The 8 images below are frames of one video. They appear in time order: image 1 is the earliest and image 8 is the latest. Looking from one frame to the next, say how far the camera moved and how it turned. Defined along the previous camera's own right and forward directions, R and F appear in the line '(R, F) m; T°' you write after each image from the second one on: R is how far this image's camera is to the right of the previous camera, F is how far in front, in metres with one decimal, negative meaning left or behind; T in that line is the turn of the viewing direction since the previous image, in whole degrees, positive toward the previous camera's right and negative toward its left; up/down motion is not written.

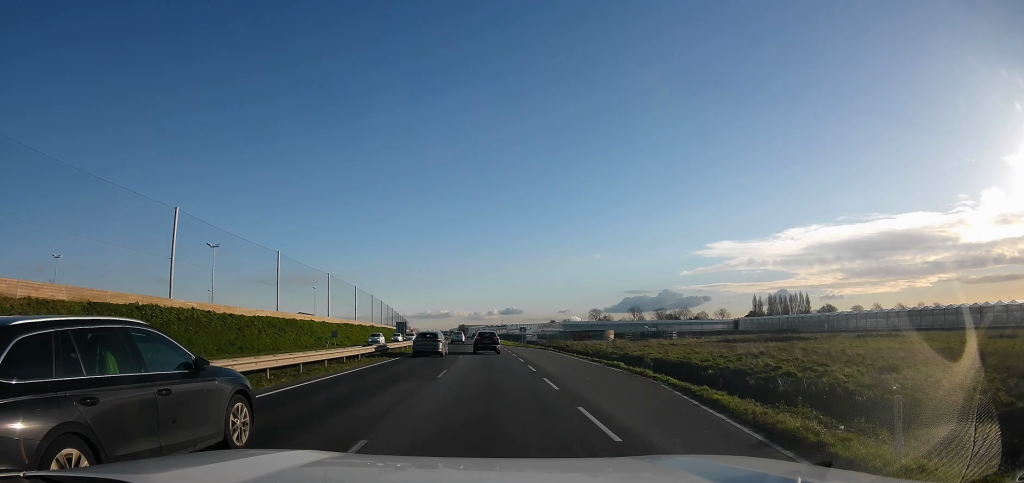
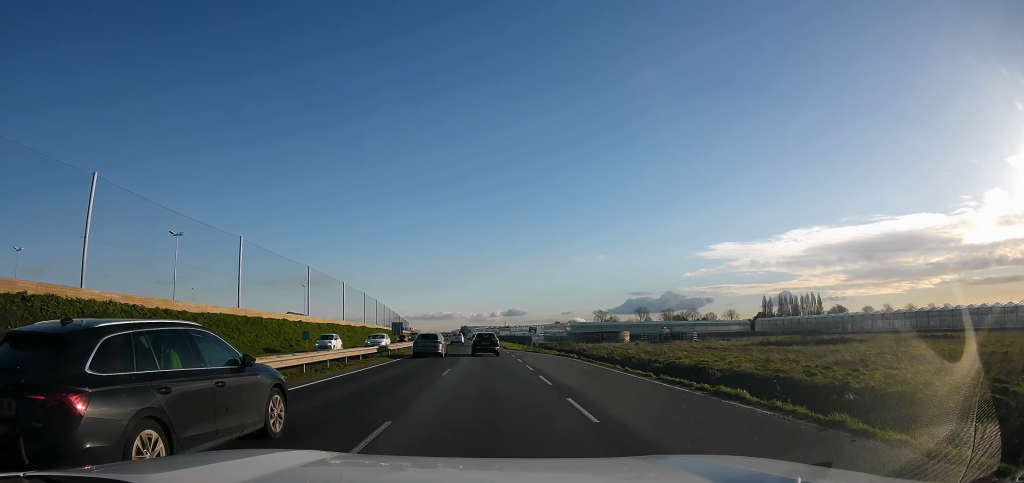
(0.0, +10.5) m; 0°
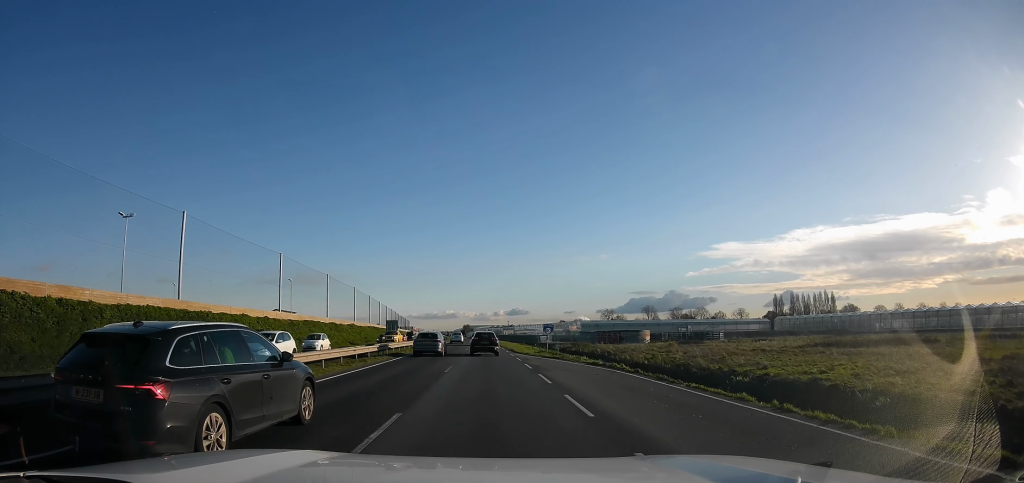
(0.0, +11.1) m; -1°
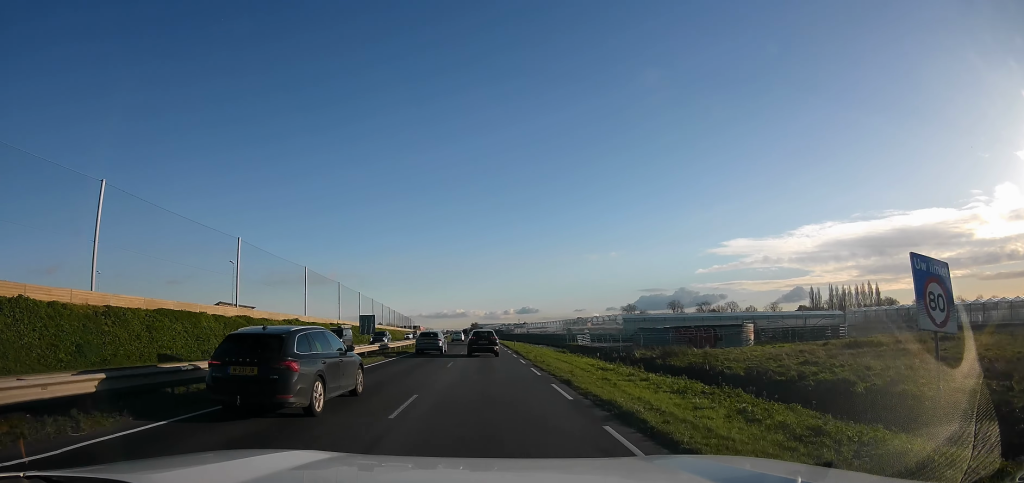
(-1.0, +33.2) m; -3°
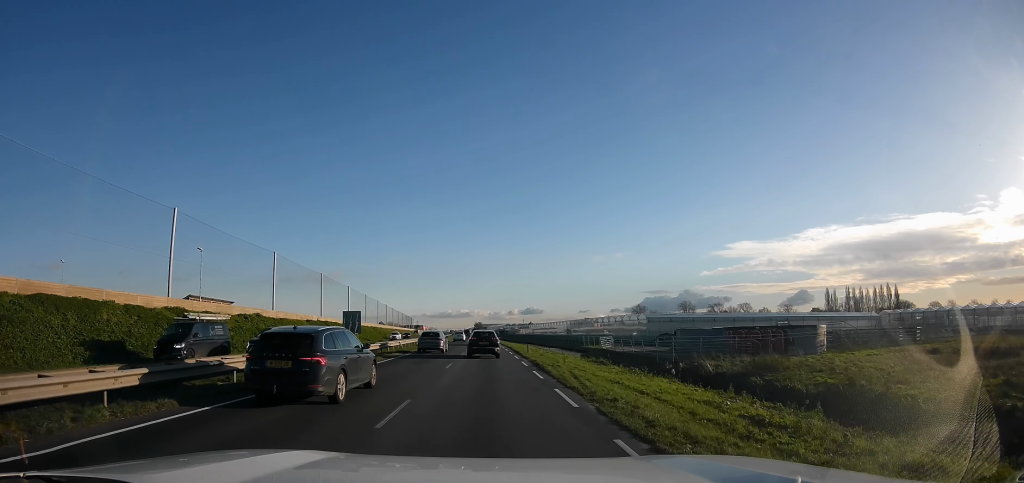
(0.0, +12.5) m; 0°
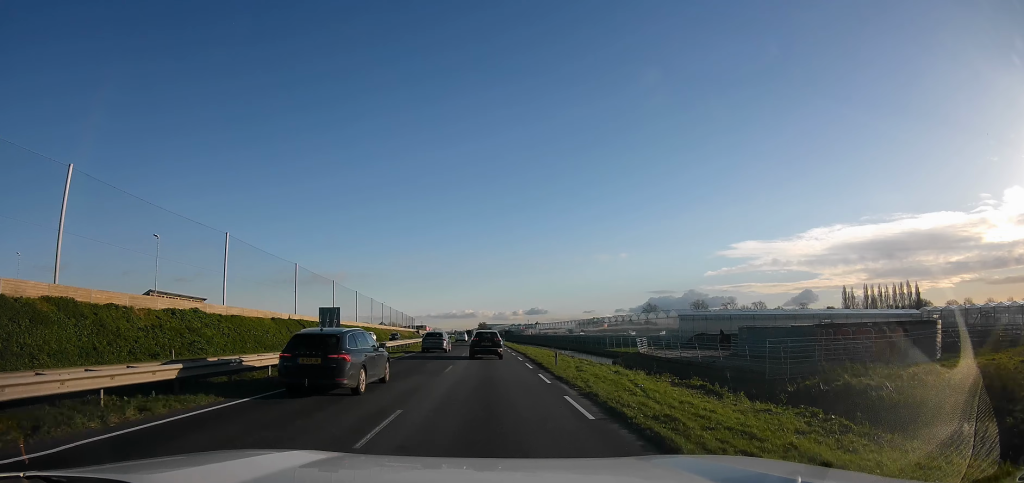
(0.0, +13.0) m; 0°
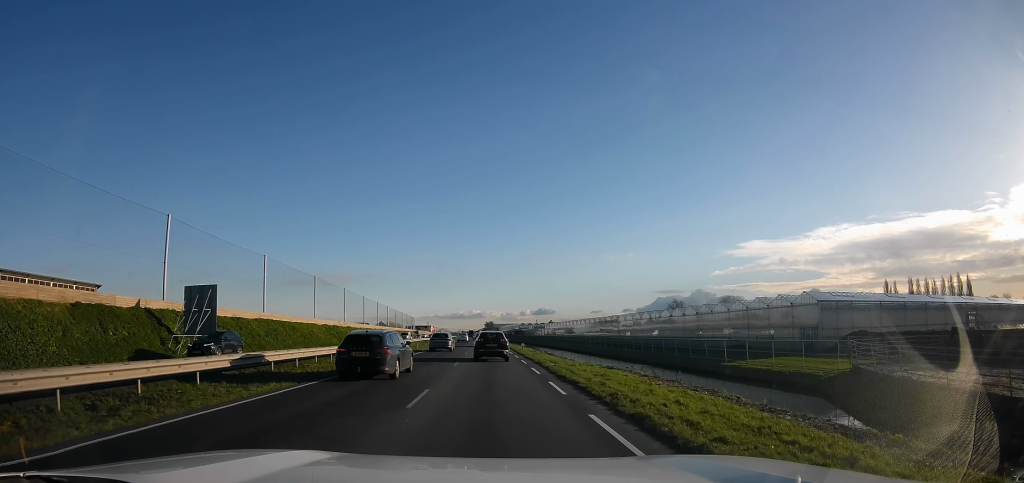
(0.0, +32.0) m; +1°
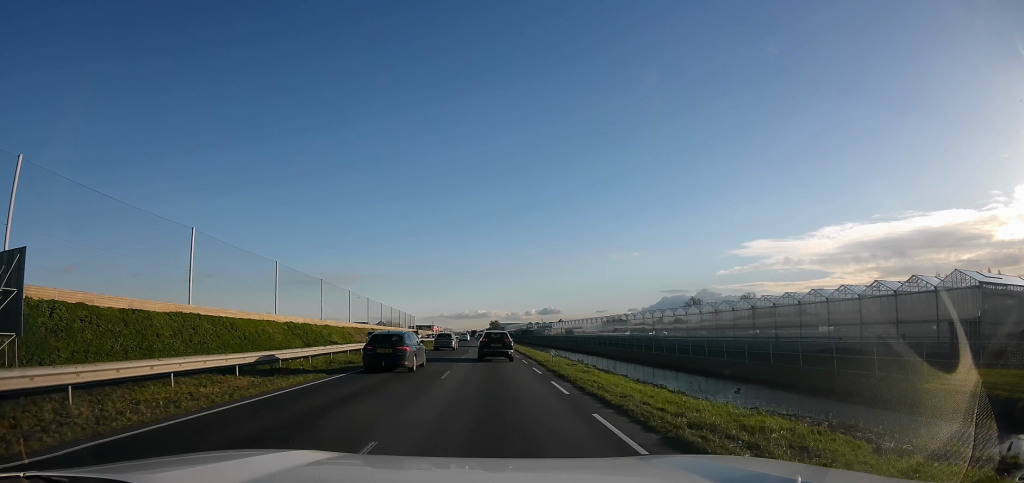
(+0.5, +17.6) m; -1°
